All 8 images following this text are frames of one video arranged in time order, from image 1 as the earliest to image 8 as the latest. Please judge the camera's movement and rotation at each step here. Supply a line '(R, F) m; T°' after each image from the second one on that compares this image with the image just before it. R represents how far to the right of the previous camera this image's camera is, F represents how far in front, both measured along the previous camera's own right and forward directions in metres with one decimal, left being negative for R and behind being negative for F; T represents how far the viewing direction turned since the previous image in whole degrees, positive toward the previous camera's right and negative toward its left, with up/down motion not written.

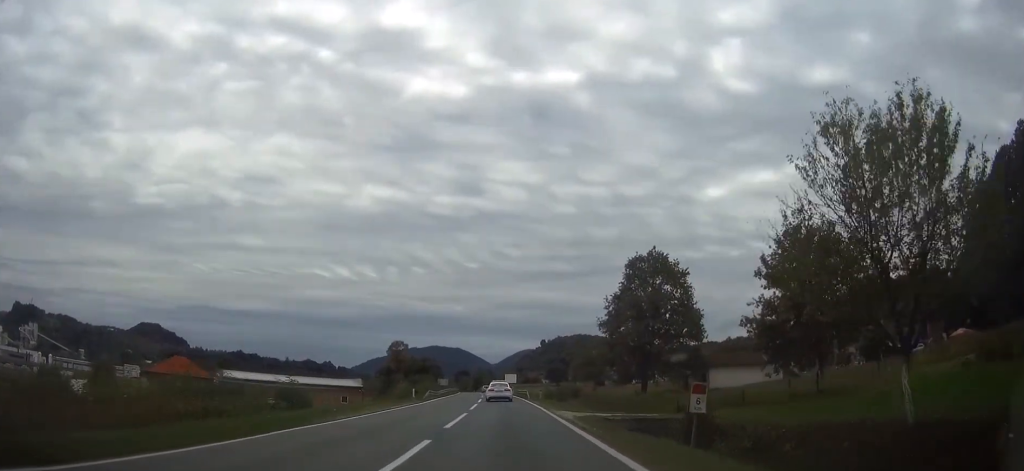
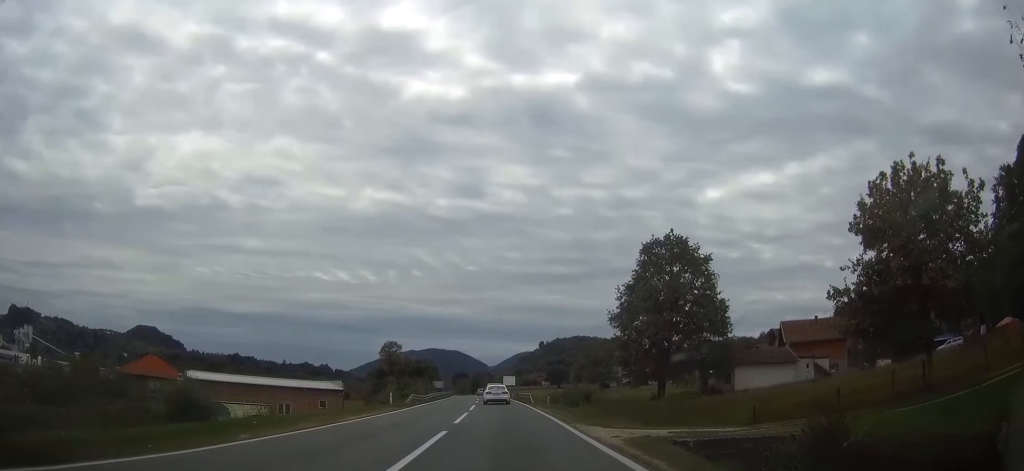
(0.0, +10.2) m; 0°
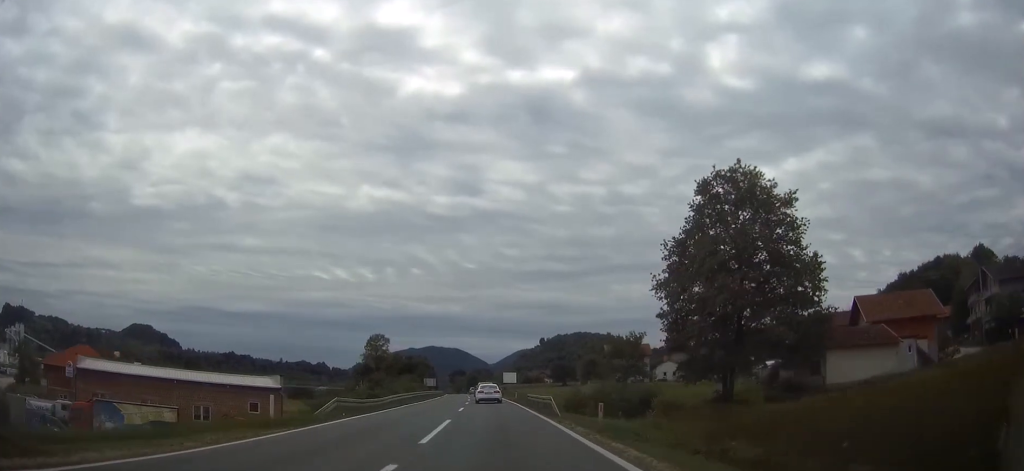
(0.0, +22.1) m; 0°
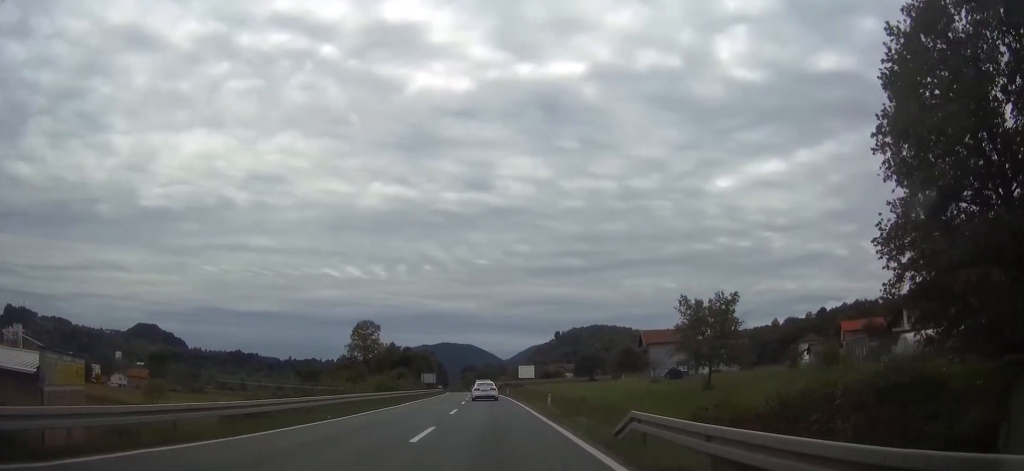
(-0.2, +34.1) m; -1°
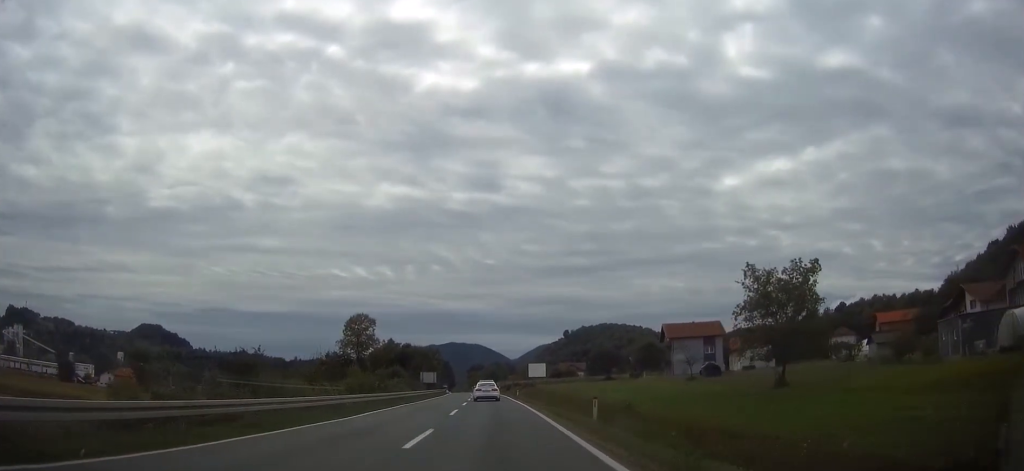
(-0.1, +15.4) m; 0°
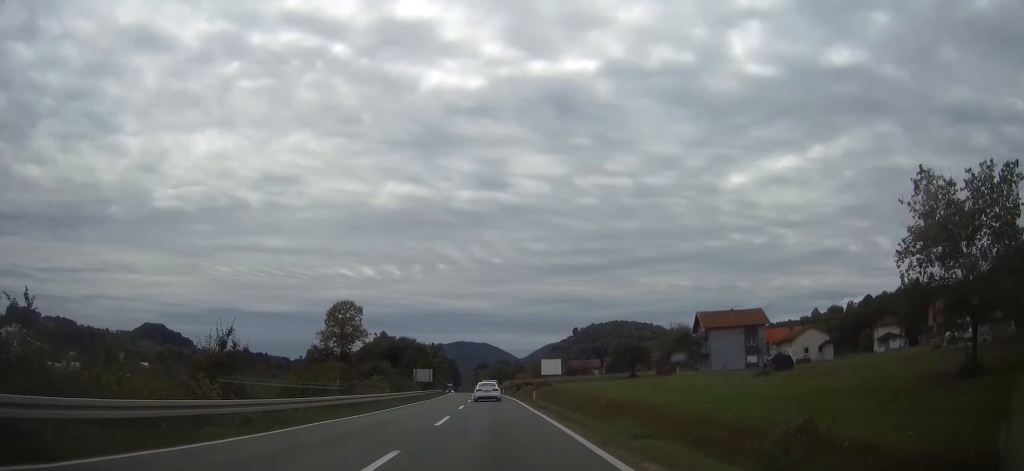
(-0.1, +21.2) m; 0°
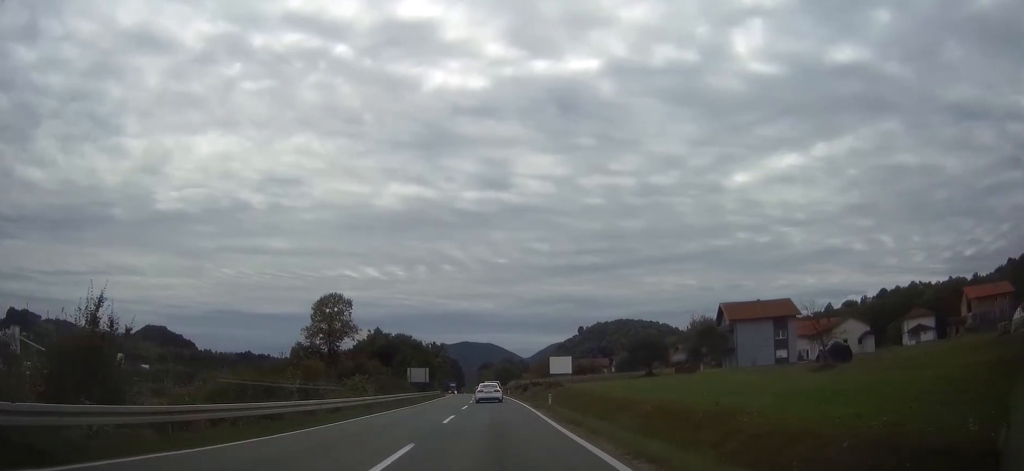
(0.0, +12.0) m; 0°
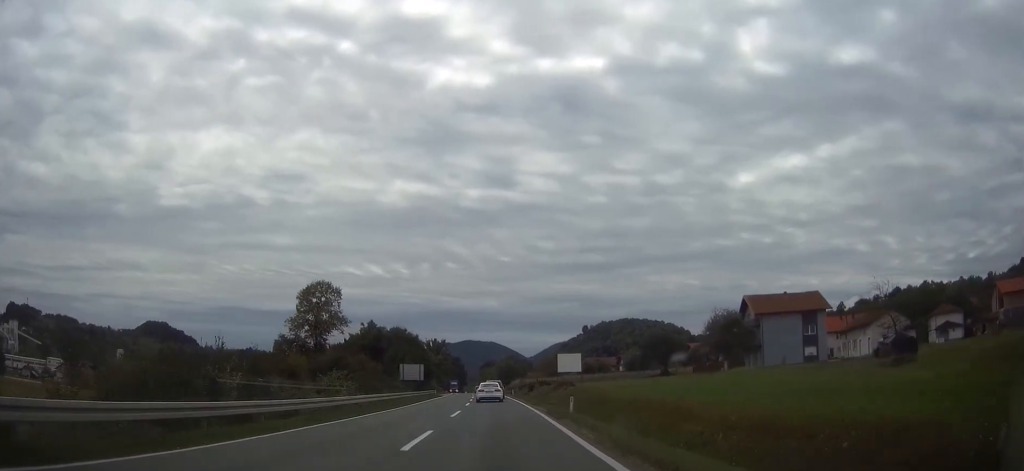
(0.0, +10.3) m; 0°
